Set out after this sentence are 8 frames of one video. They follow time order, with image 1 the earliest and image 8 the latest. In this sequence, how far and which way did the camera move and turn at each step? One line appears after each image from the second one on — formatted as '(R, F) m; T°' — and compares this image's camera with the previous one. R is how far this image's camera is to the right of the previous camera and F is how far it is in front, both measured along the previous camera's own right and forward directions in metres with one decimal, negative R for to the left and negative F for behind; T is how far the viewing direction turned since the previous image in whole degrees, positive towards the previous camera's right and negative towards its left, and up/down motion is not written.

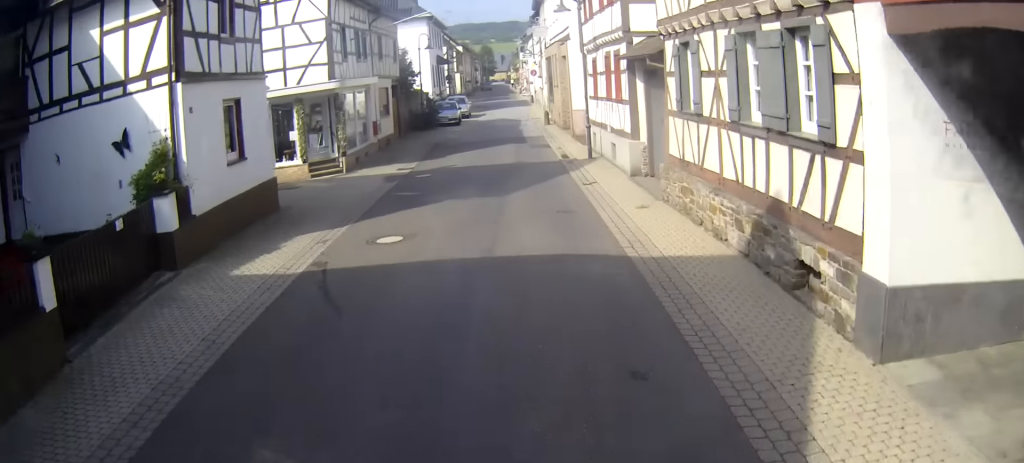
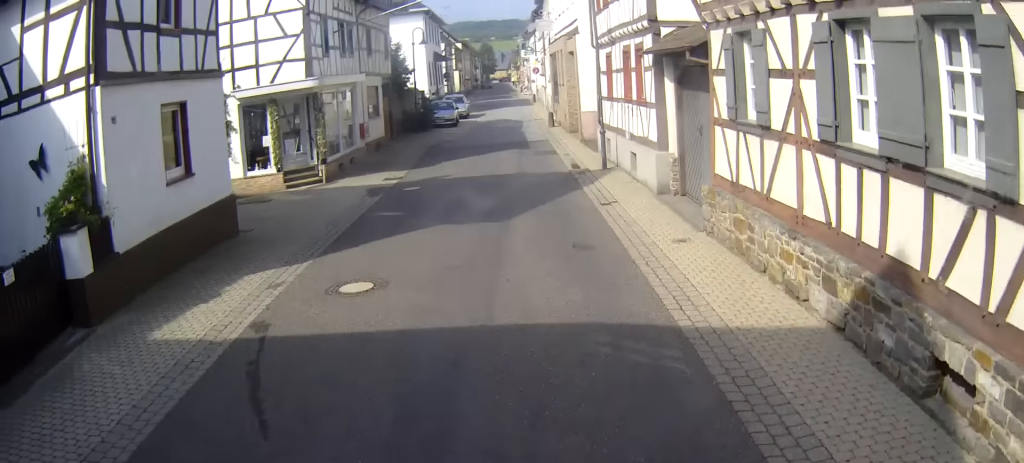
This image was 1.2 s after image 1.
(0.0, +2.9) m; +4°
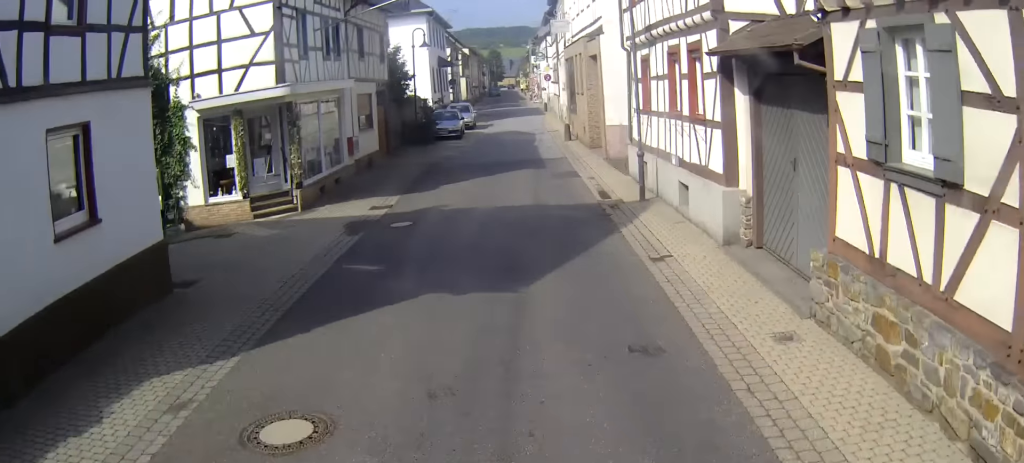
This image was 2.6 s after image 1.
(+0.1, +3.7) m; -2°
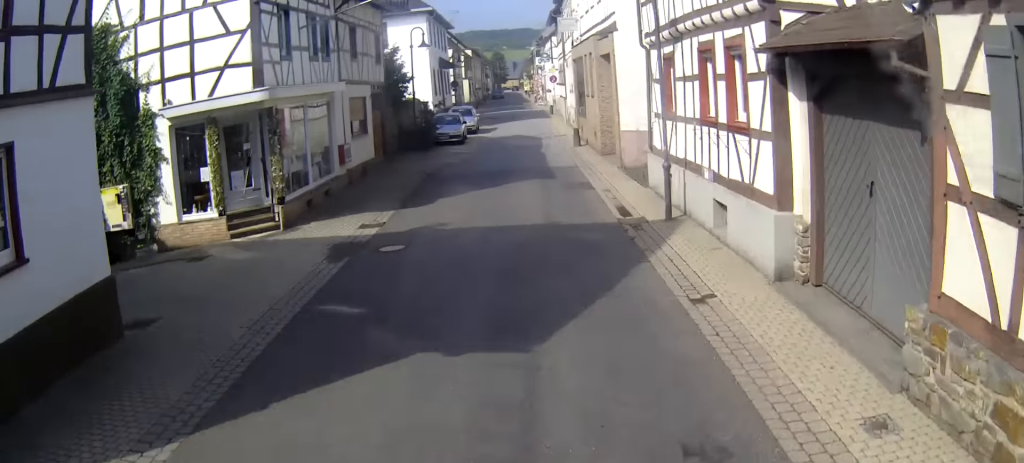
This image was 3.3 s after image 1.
(-0.1, +1.7) m; -5°
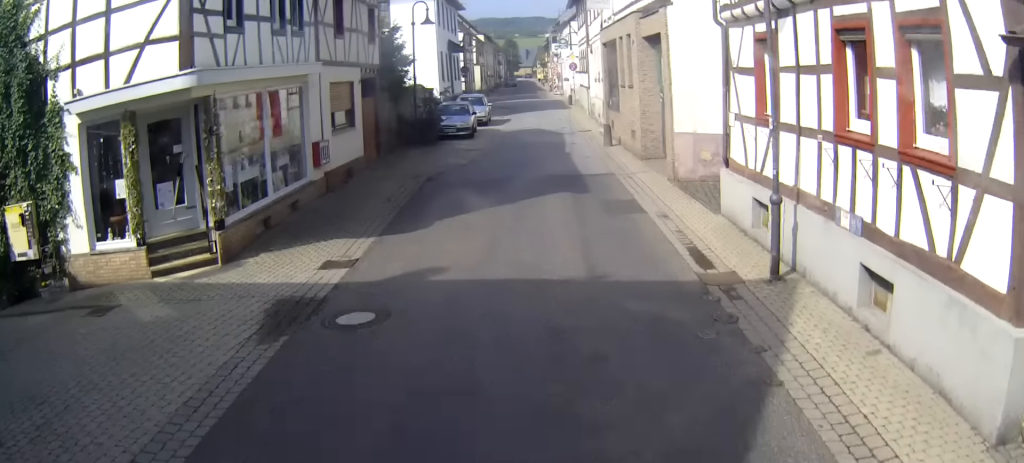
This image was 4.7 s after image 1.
(-0.2, +4.1) m; -3°
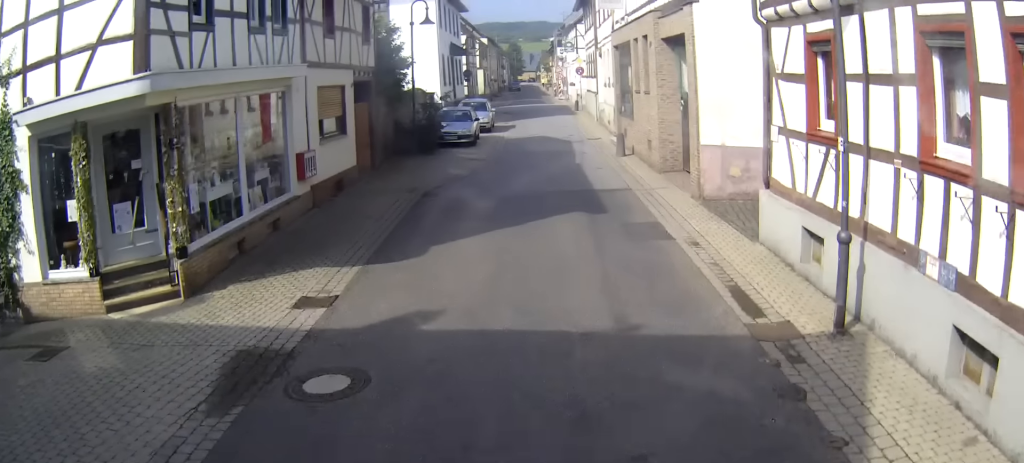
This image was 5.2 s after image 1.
(0.0, +1.6) m; 0°
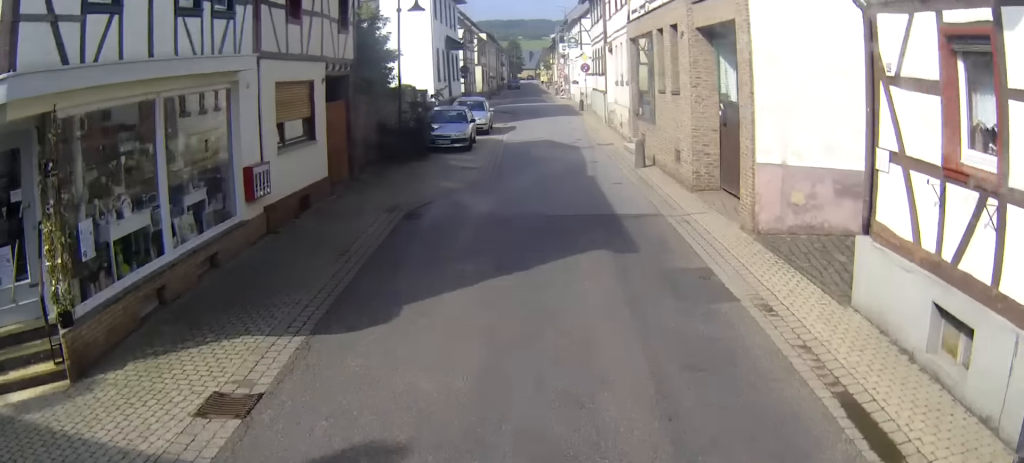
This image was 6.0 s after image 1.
(0.0, +3.0) m; +1°
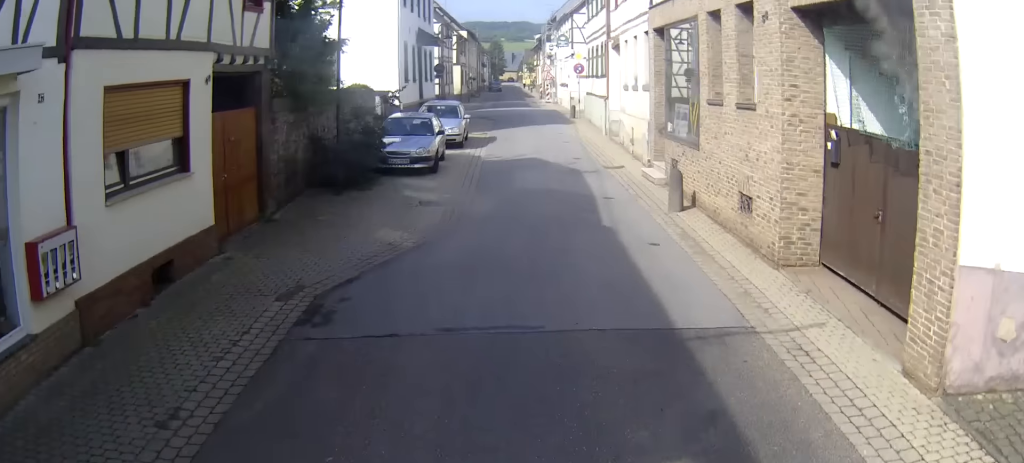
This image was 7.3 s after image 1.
(+0.1, +5.1) m; +5°
